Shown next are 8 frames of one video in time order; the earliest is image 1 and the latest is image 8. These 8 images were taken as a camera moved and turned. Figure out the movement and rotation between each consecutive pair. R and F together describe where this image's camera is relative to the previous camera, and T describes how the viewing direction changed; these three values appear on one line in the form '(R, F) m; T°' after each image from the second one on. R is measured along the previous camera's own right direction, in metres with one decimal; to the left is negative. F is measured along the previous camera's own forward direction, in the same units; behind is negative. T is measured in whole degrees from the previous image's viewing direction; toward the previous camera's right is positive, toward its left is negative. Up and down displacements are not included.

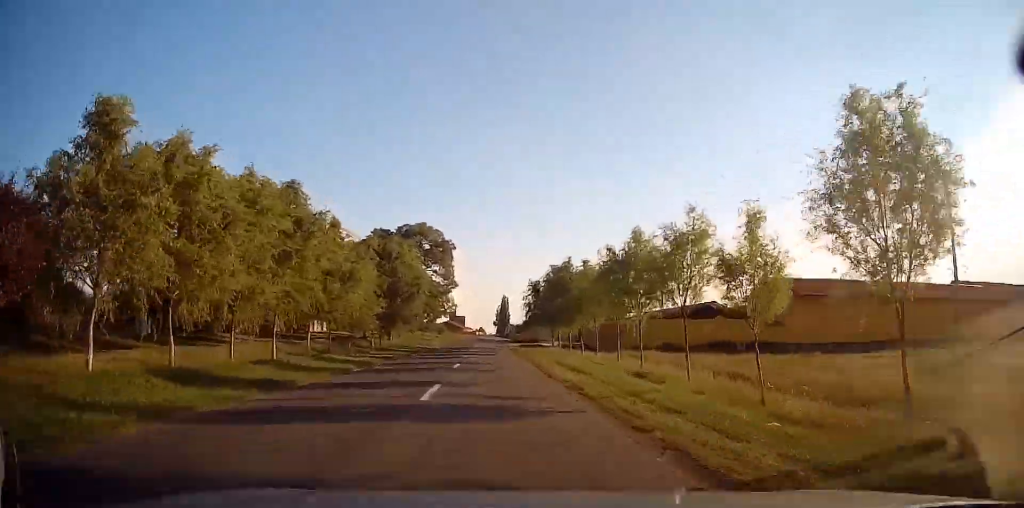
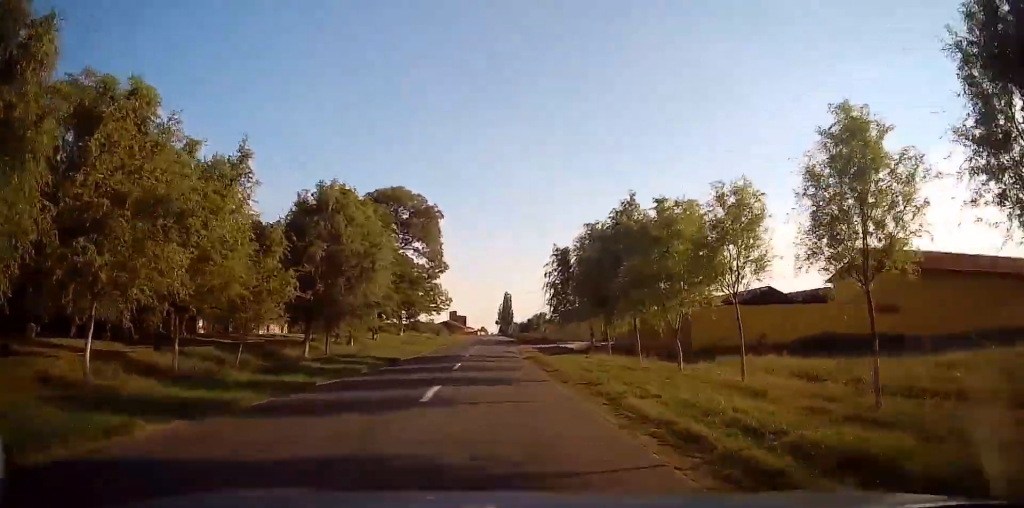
(+0.1, +17.8) m; 0°
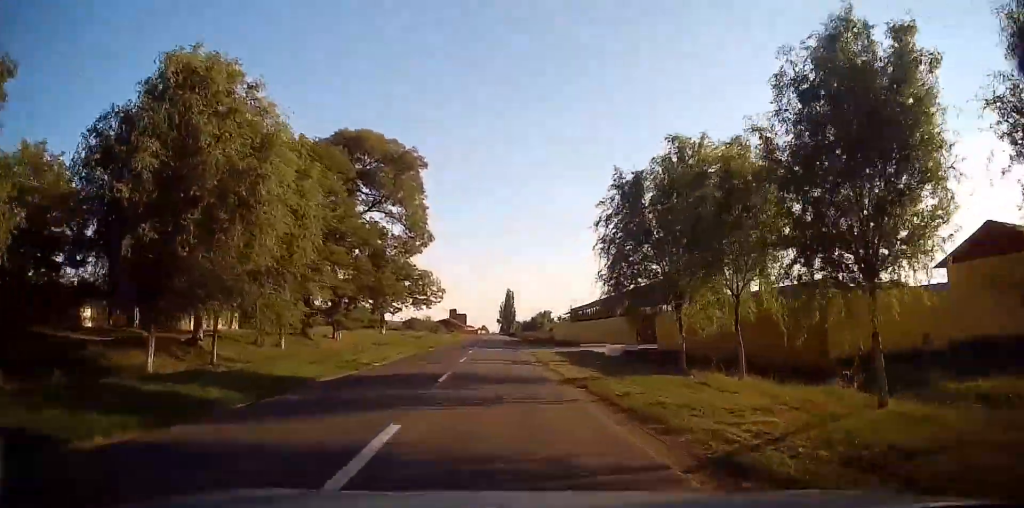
(0.0, +14.5) m; 0°
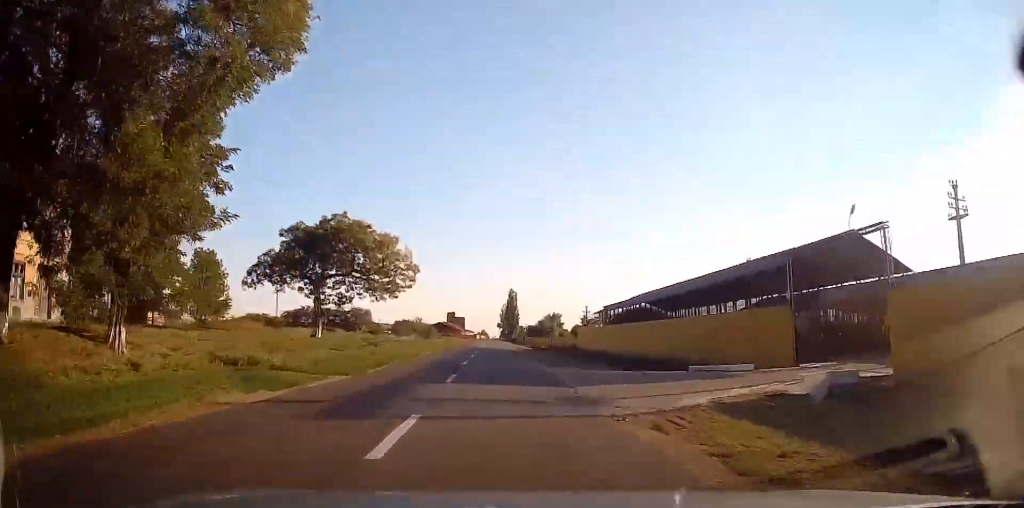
(-0.2, +25.6) m; 0°
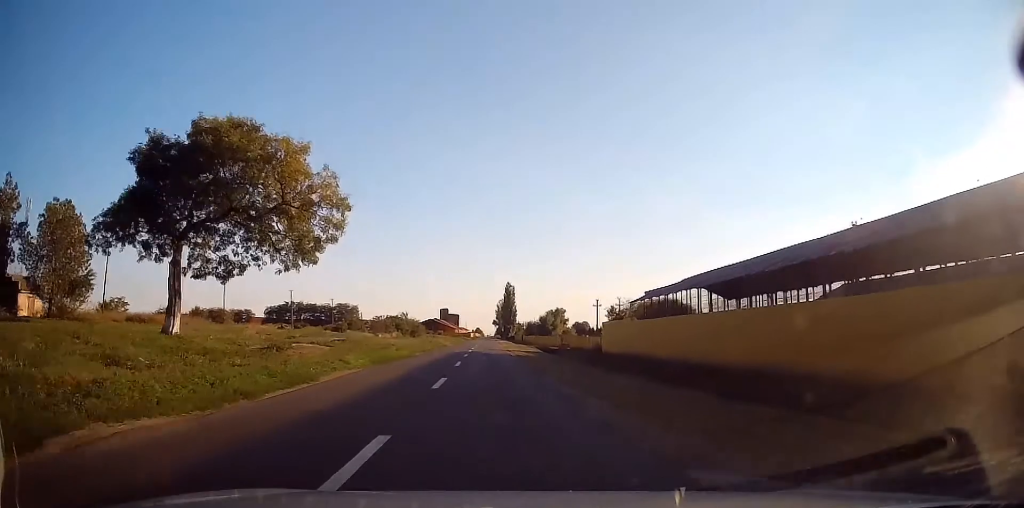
(0.0, +19.7) m; 0°
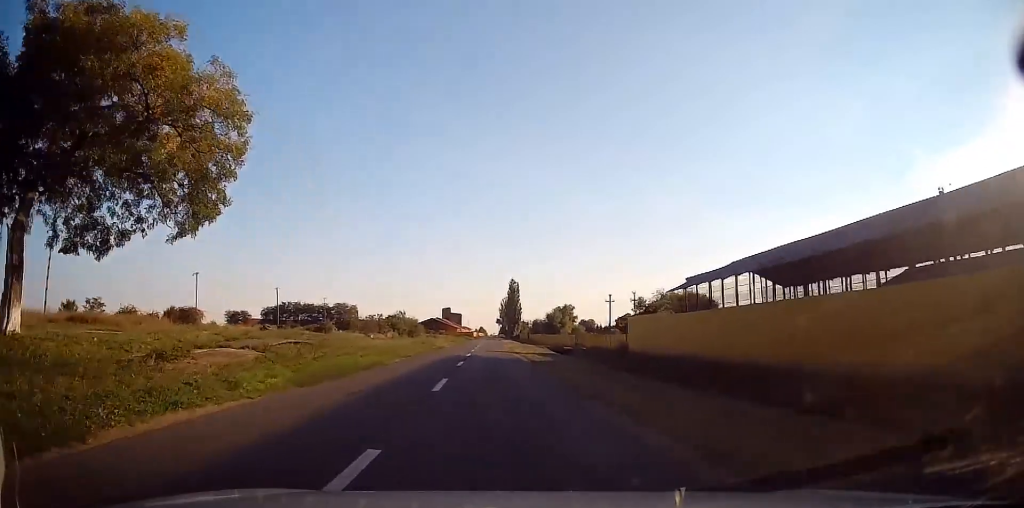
(0.0, +9.7) m; 0°
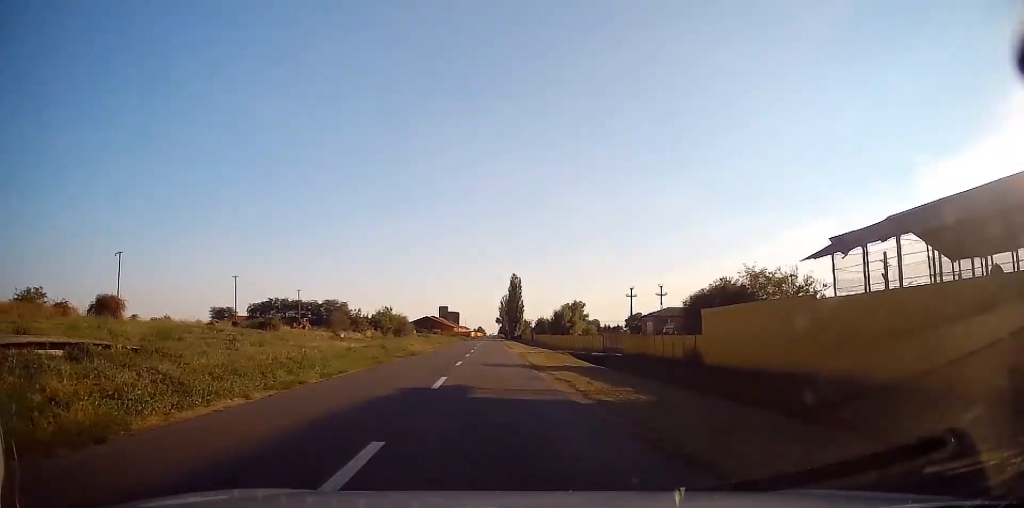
(+0.2, +17.7) m; 0°
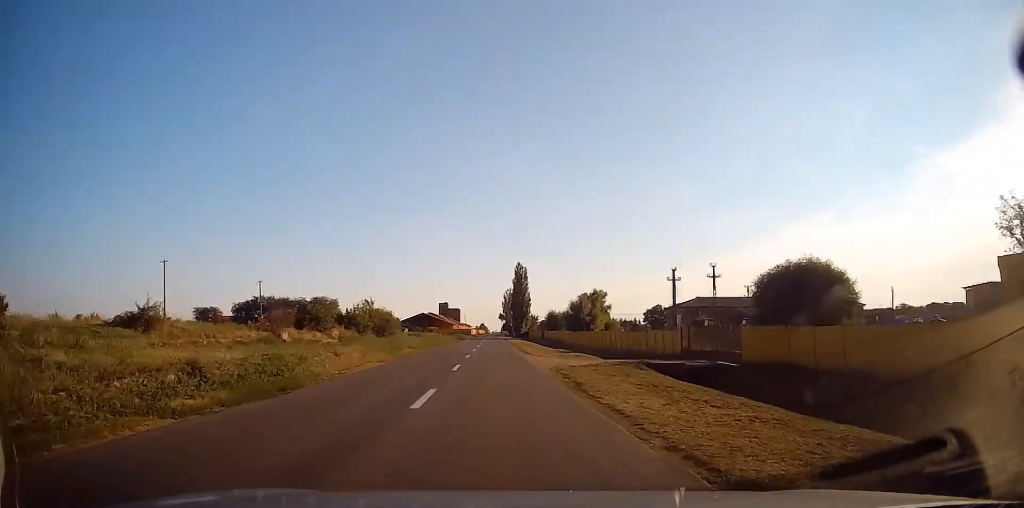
(-0.1, +21.2) m; -1°
